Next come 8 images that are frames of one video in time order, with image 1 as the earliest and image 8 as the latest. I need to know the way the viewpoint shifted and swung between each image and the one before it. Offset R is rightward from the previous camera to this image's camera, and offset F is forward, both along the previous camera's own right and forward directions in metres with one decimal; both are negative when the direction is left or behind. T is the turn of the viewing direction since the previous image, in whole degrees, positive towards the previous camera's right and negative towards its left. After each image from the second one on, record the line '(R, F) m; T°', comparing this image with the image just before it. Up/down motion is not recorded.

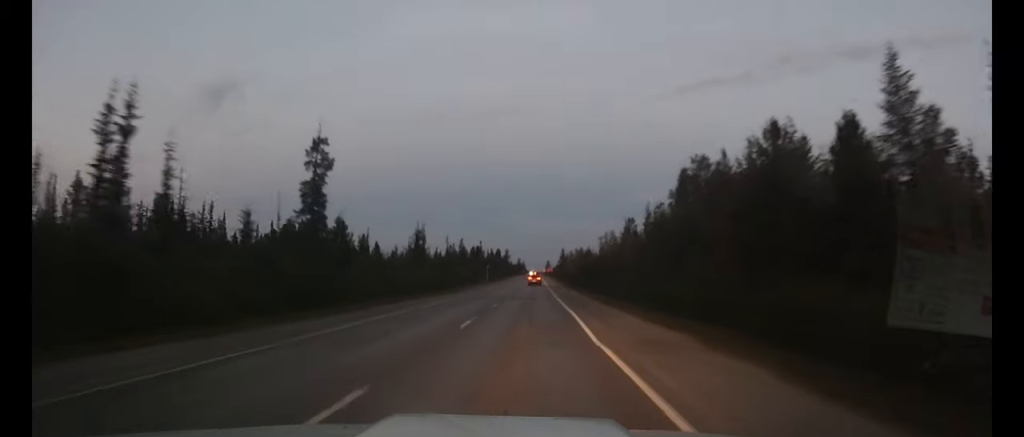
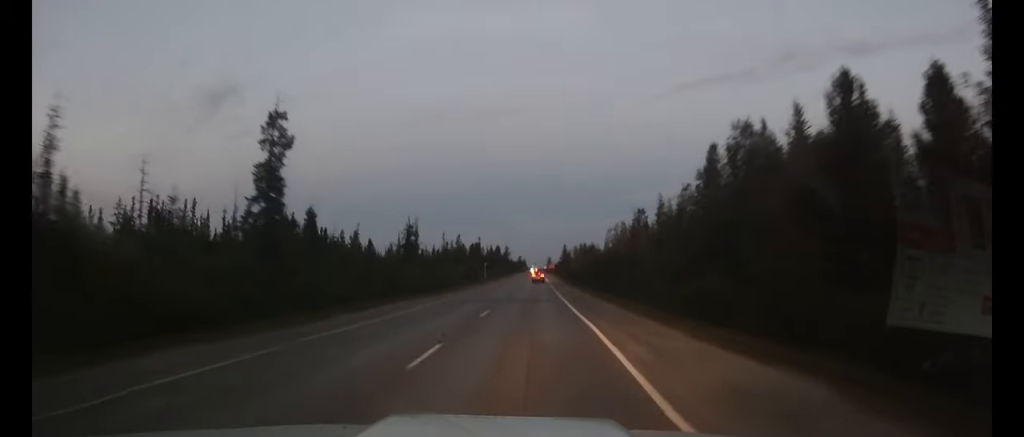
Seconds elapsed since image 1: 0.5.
(0.0, +7.3) m; 0°
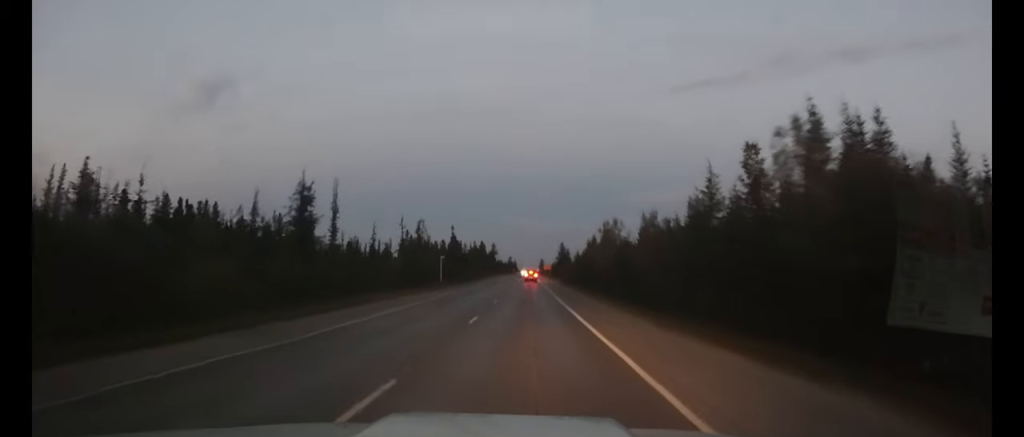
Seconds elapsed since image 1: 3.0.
(0.0, +39.6) m; 0°
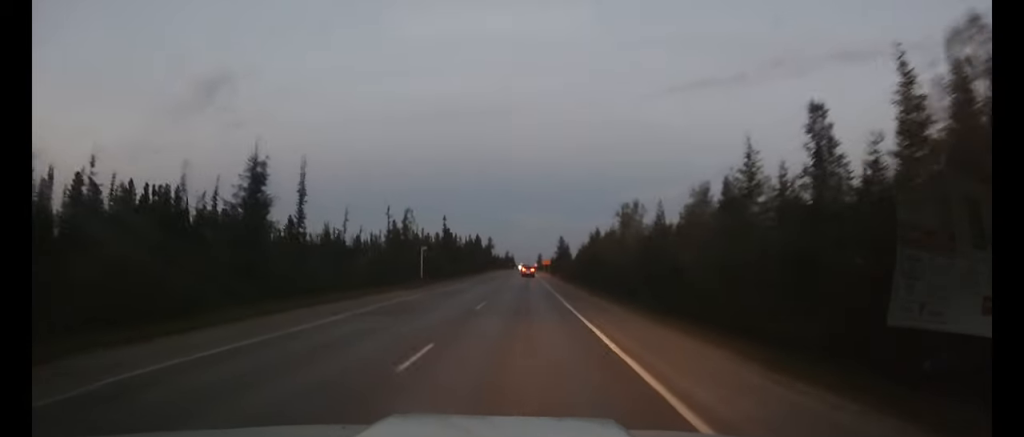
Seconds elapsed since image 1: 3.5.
(0.0, +9.1) m; 0°
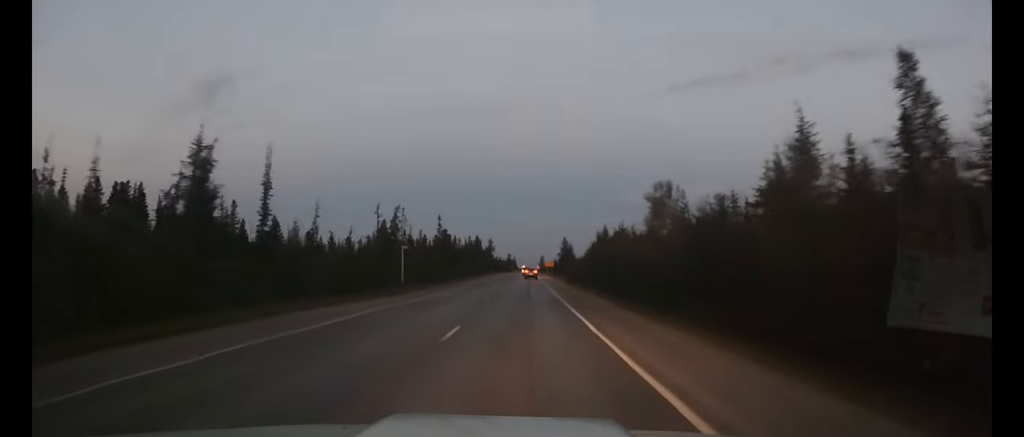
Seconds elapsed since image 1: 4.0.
(0.0, +8.0) m; 0°
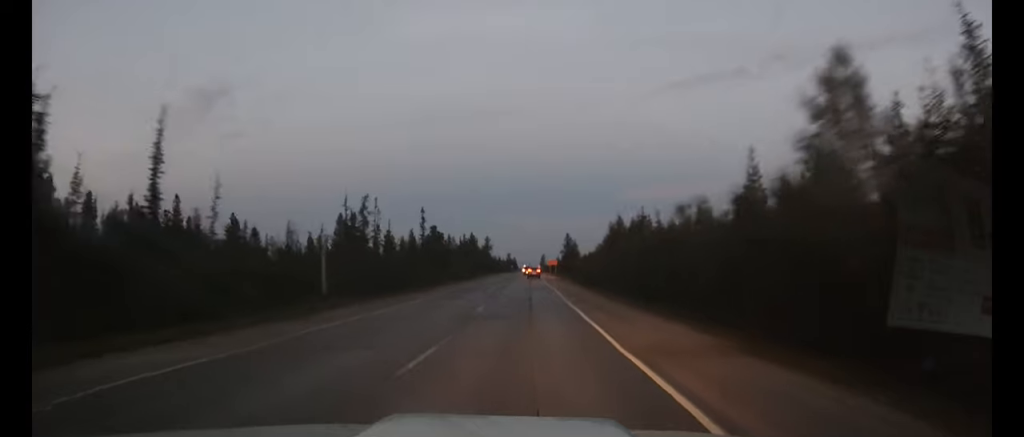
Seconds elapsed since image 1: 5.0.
(0.0, +15.6) m; 0°
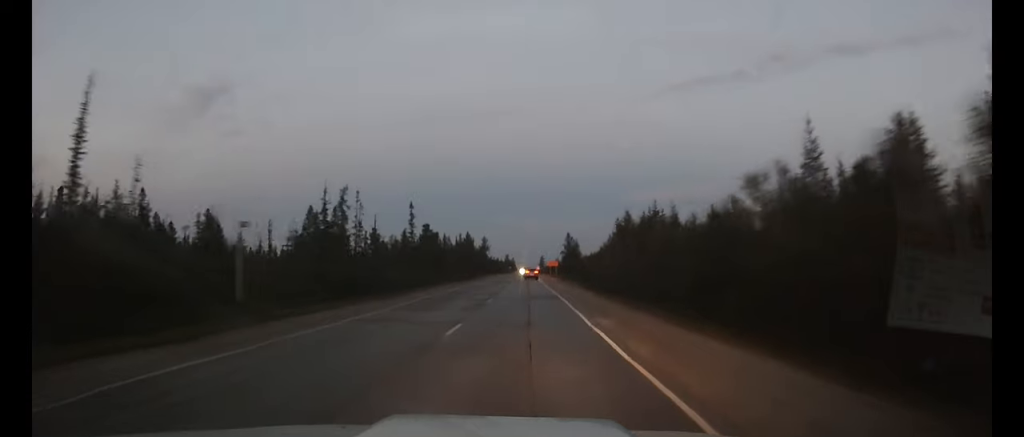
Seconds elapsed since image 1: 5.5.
(0.0, +7.6) m; 0°
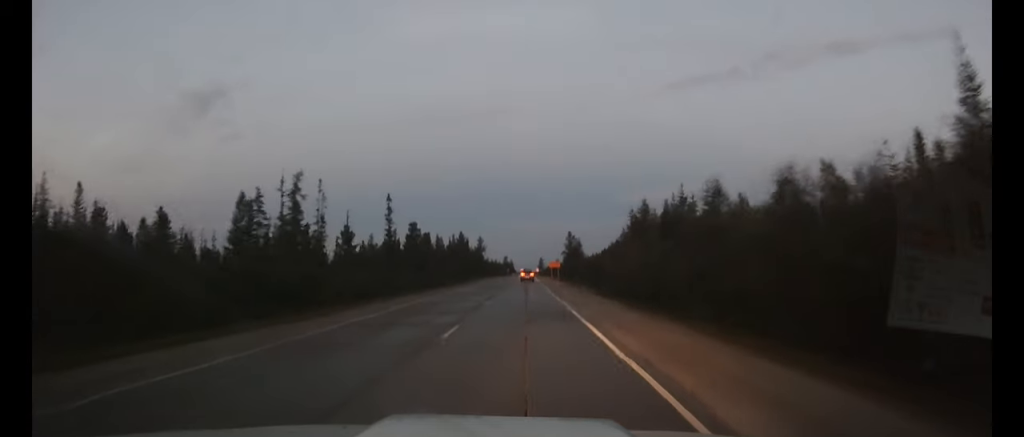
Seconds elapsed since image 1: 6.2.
(0.0, +11.9) m; 0°
